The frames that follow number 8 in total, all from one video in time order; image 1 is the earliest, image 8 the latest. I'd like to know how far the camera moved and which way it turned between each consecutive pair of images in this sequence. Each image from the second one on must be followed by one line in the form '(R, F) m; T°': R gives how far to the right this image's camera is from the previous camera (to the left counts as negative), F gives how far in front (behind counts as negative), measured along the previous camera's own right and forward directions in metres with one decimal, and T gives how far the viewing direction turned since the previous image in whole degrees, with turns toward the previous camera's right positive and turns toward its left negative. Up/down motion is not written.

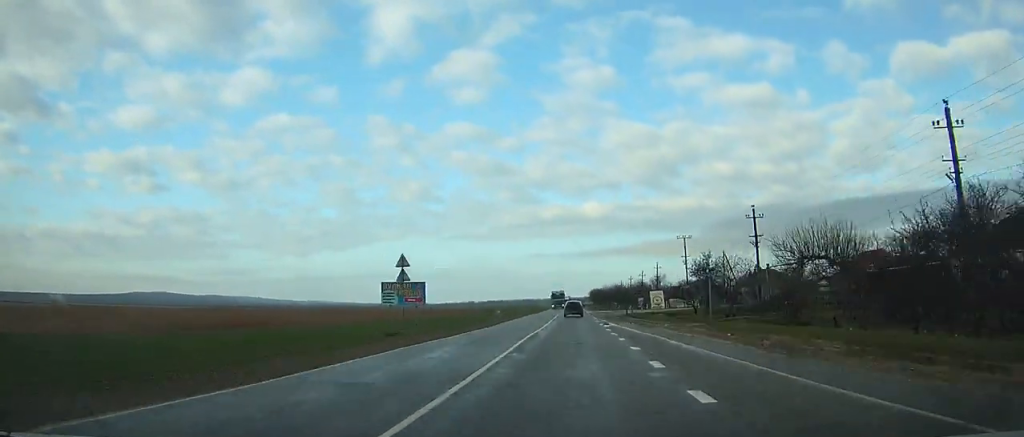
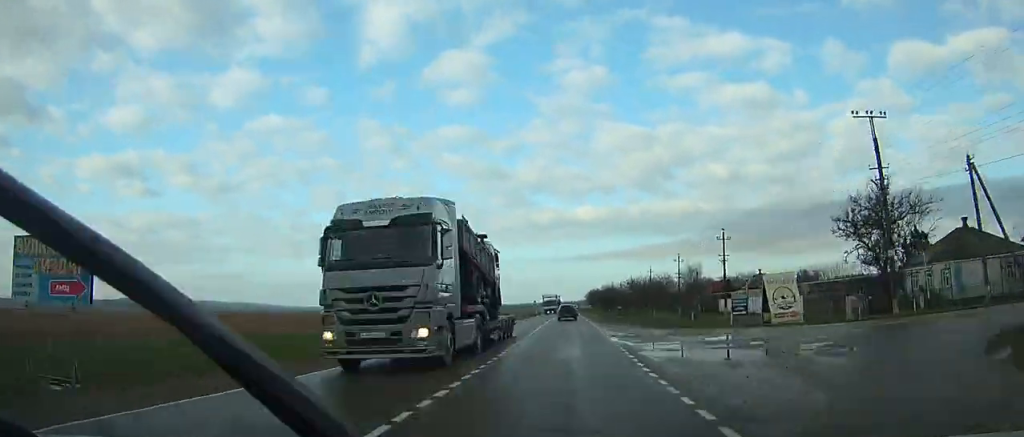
(0.0, +55.9) m; 0°
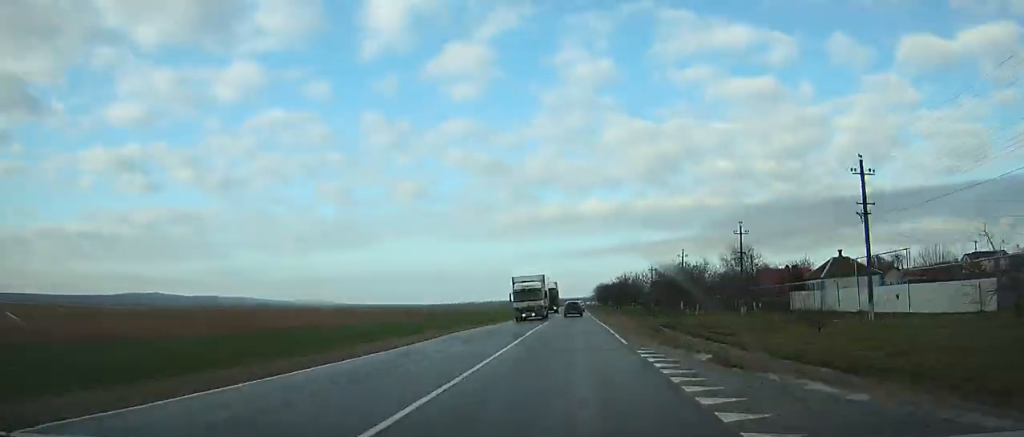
(0.0, +30.0) m; 0°
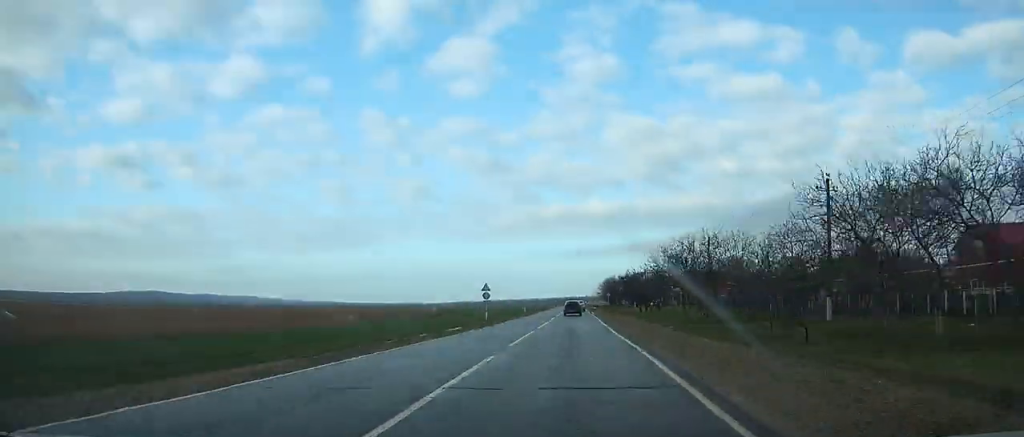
(-0.1, +52.5) m; 0°
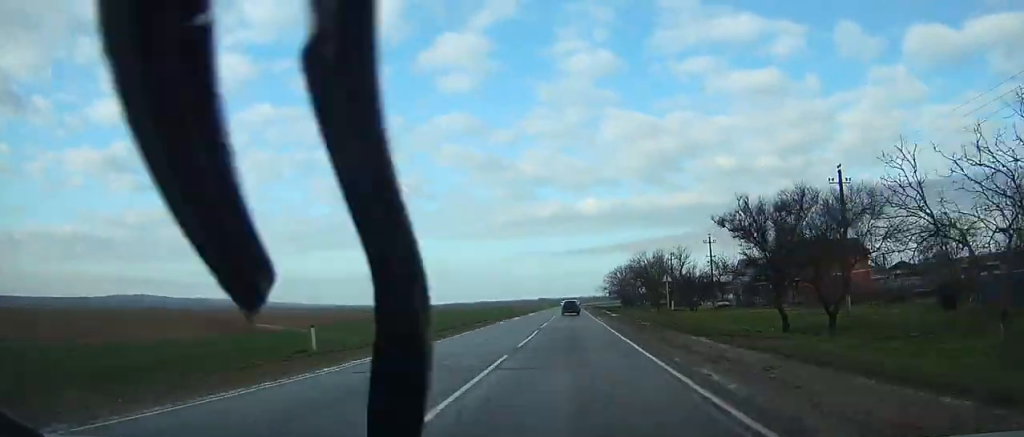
(0.0, +69.9) m; 0°
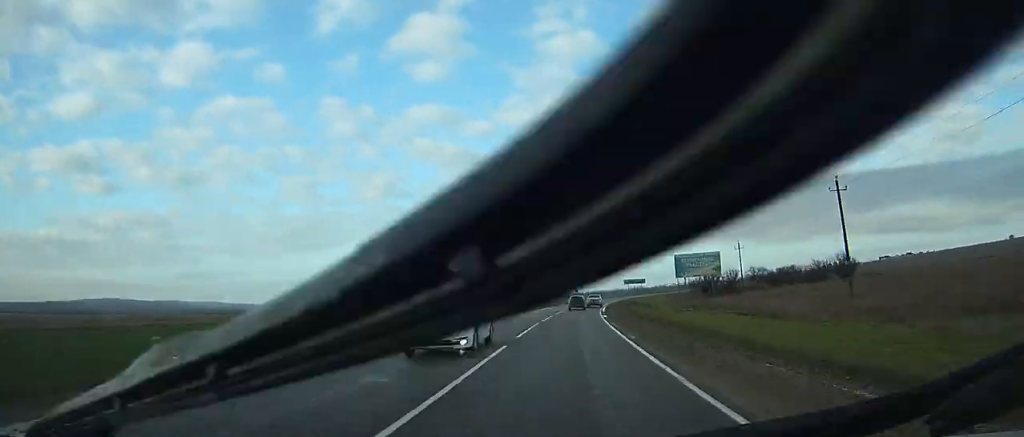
(+2.3, +196.6) m; +3°
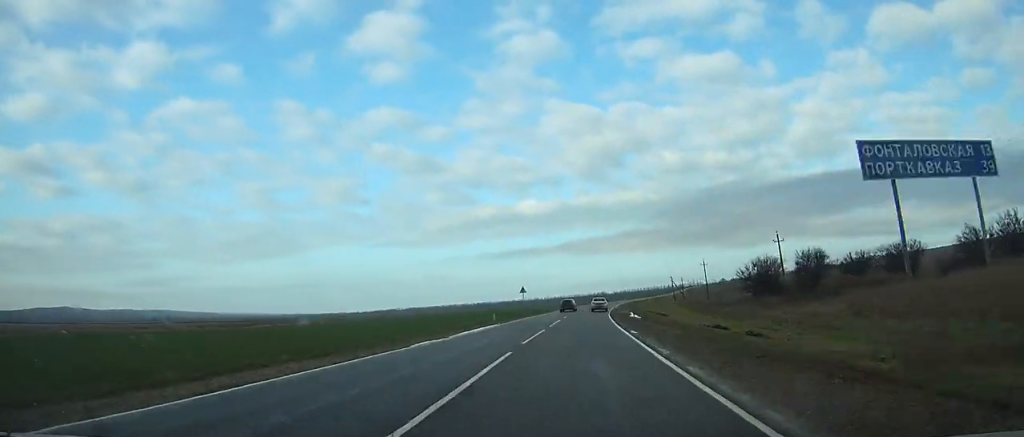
(+2.1, +73.3) m; +4°
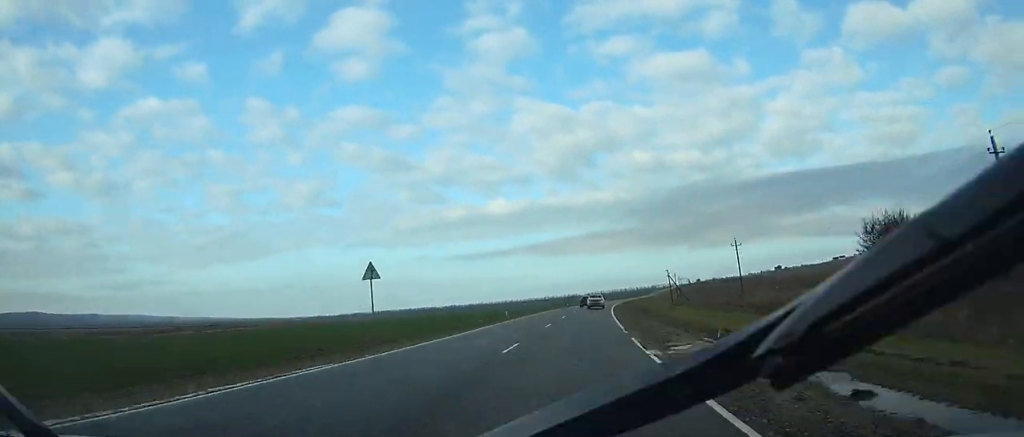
(+1.0, +44.9) m; +3°
